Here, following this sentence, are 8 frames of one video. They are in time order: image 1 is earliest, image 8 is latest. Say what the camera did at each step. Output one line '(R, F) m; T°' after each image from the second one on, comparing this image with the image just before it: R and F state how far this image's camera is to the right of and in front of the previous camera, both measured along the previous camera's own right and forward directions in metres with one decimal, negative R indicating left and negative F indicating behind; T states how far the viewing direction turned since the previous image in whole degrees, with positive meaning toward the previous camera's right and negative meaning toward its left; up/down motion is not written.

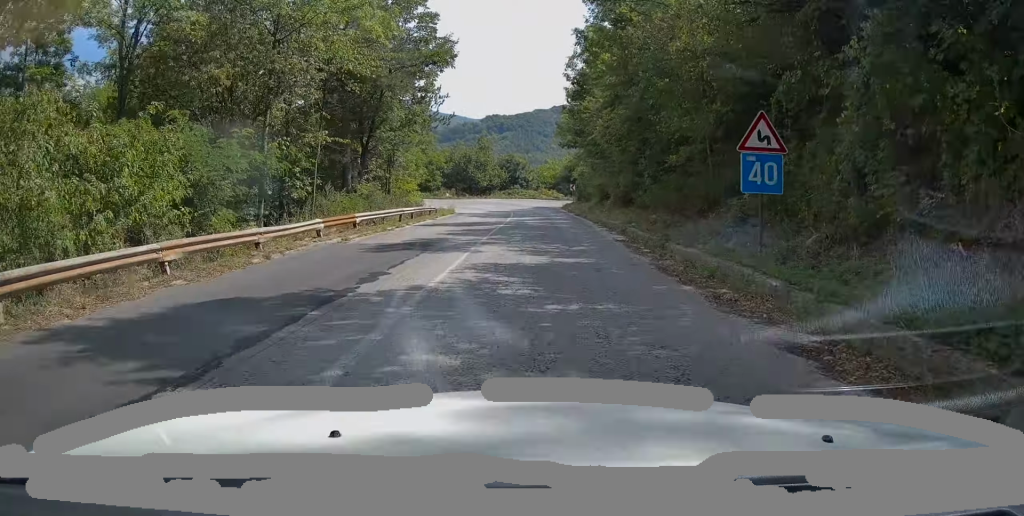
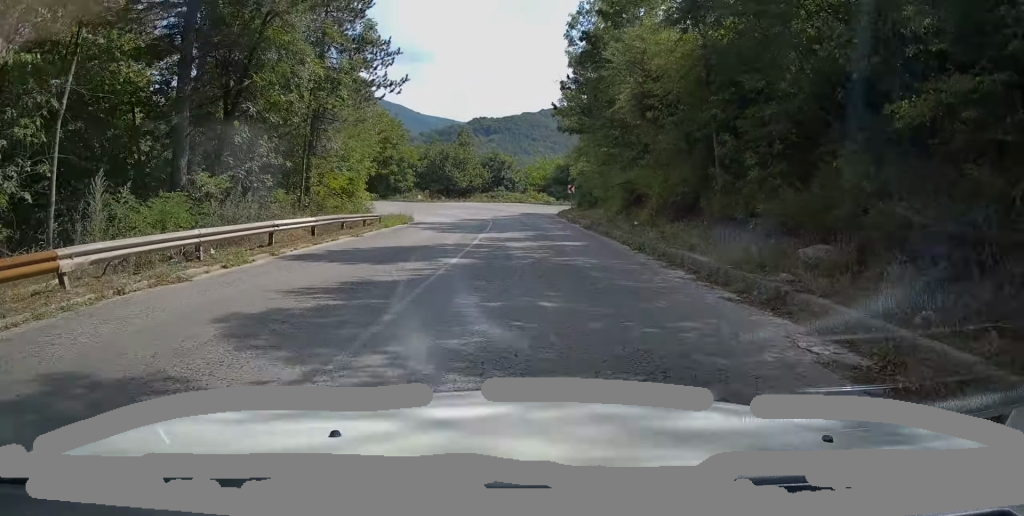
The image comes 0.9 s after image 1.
(+1.0, +15.1) m; +3°
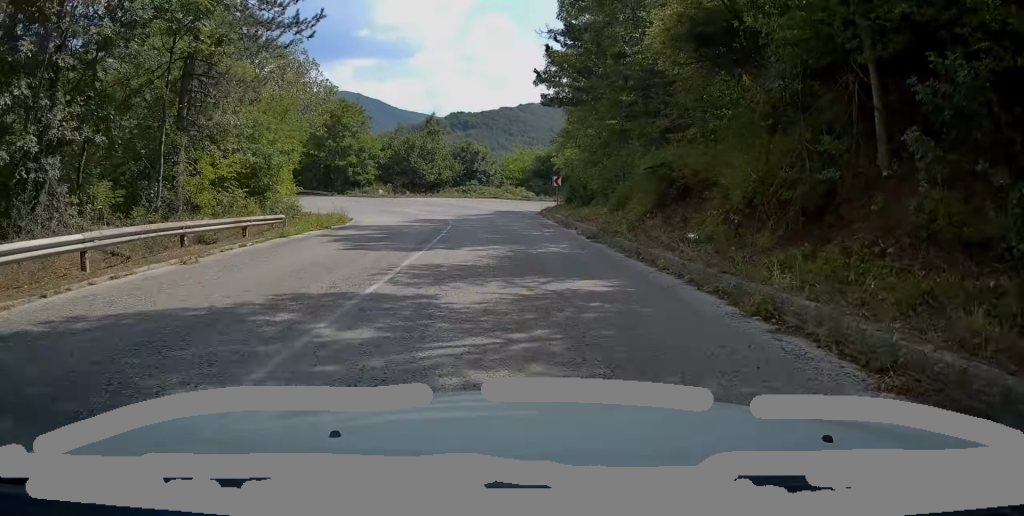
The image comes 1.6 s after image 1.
(-0.2, +10.7) m; -2°
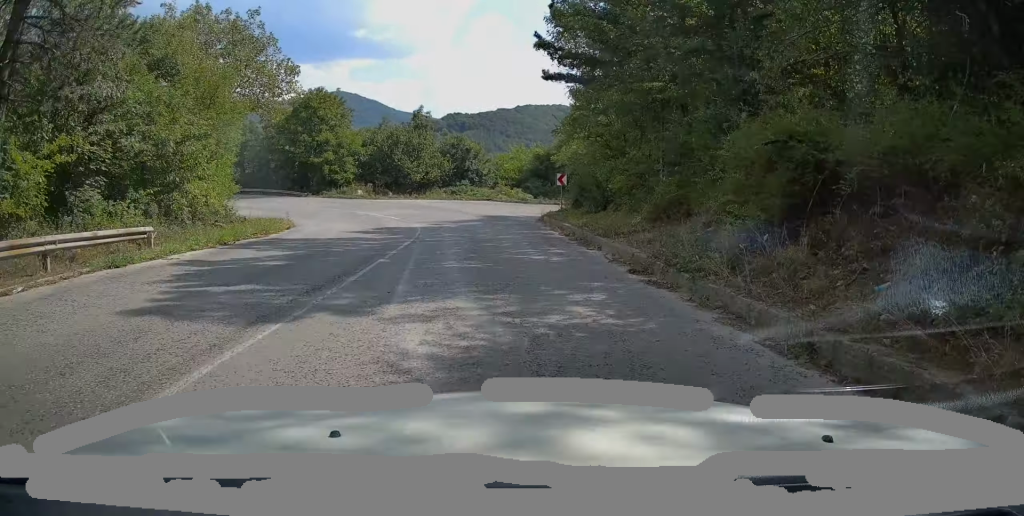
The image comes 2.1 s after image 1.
(-0.1, +8.4) m; -2°
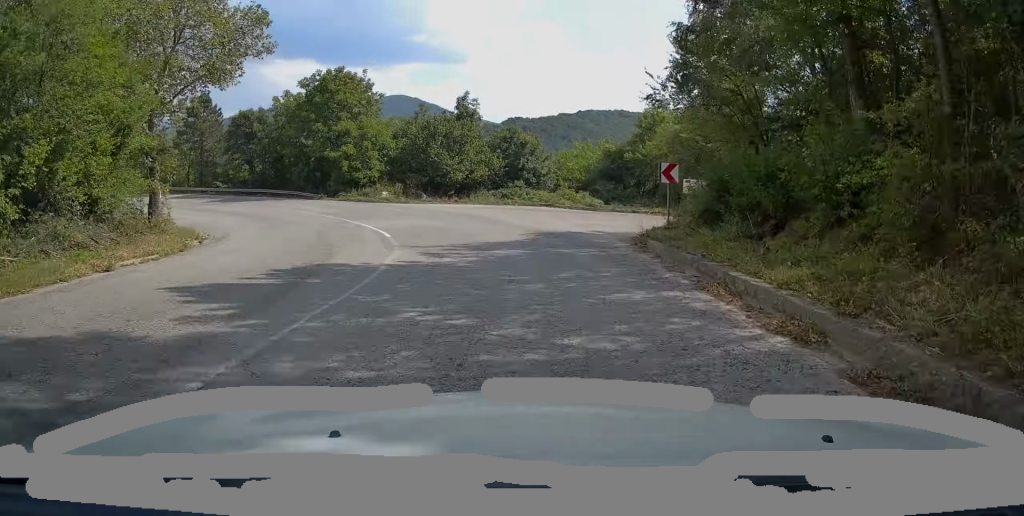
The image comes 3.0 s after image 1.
(-0.4, +14.1) m; -4°
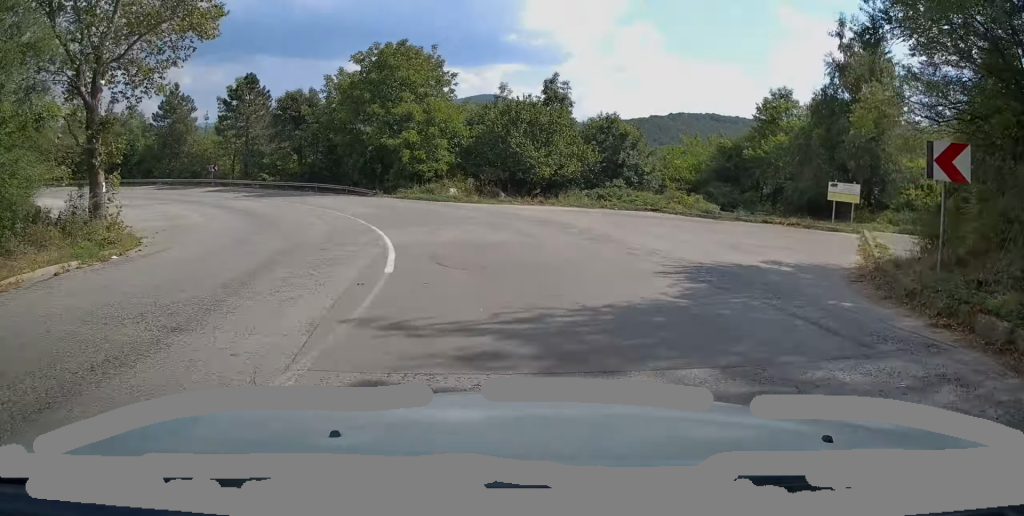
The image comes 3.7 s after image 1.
(-0.7, +10.3) m; -1°
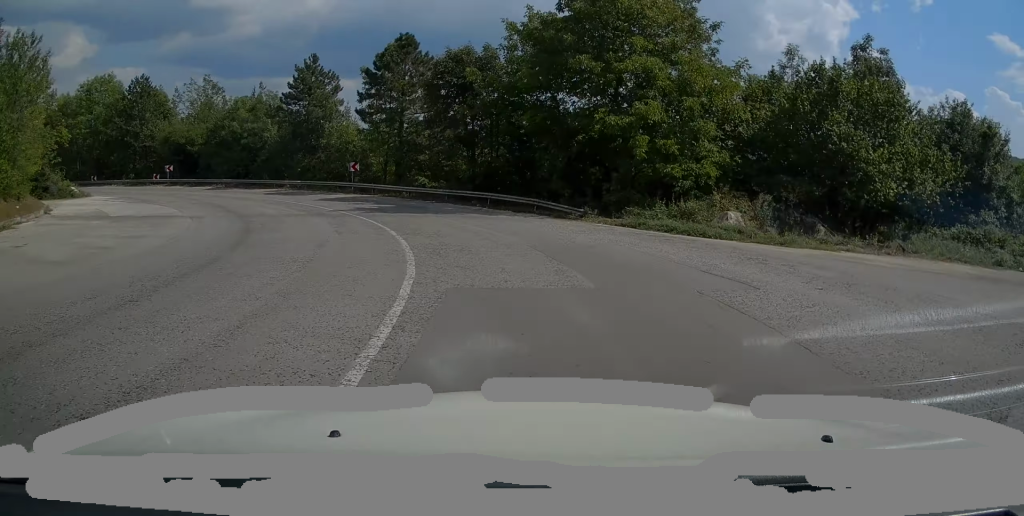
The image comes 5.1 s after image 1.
(-0.1, +21.5) m; -10°
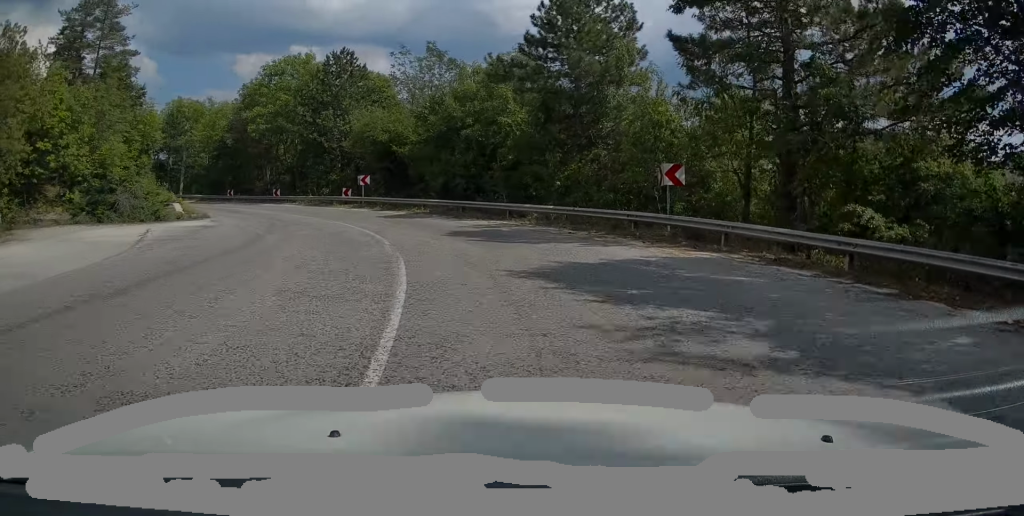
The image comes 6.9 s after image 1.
(-7.2, +24.3) m; -35°
